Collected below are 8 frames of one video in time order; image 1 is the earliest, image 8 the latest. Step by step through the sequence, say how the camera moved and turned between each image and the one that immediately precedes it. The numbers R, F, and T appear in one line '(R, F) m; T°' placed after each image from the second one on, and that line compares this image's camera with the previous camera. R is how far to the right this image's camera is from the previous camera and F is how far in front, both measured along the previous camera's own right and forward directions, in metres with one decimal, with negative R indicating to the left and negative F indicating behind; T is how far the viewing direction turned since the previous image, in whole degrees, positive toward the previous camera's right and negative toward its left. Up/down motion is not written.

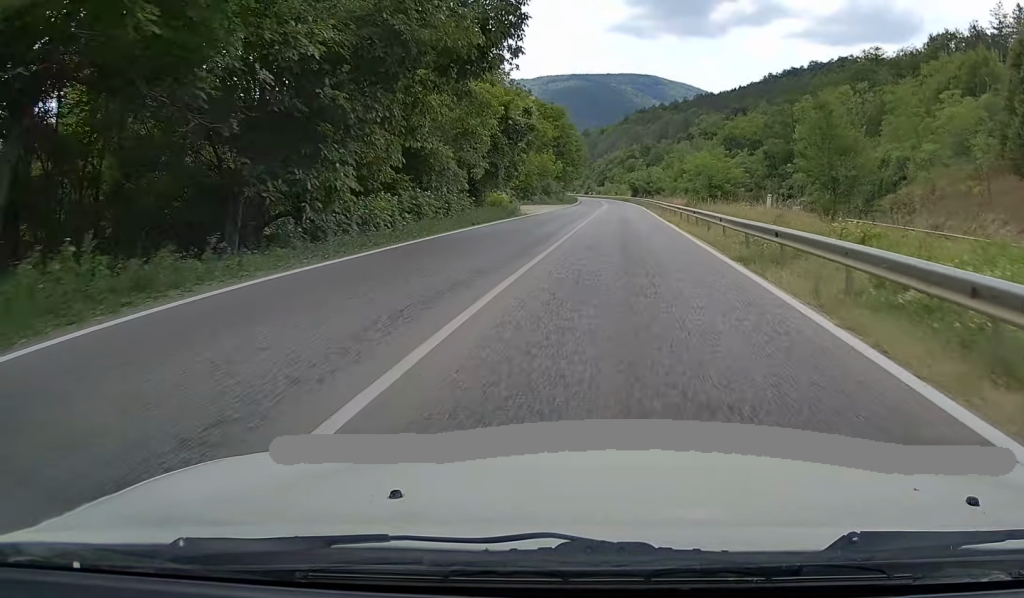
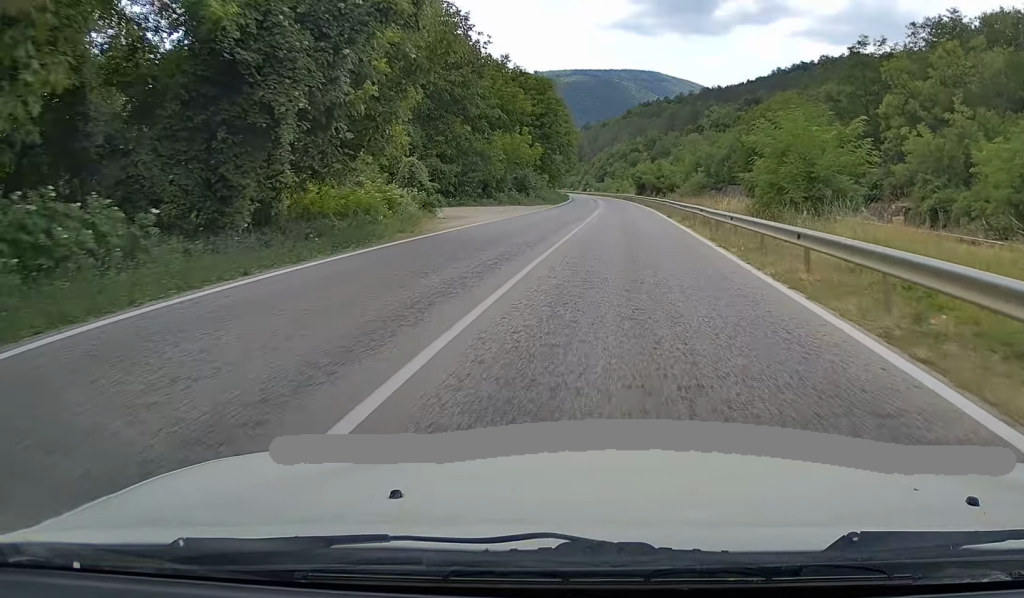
(-0.2, +24.9) m; 0°
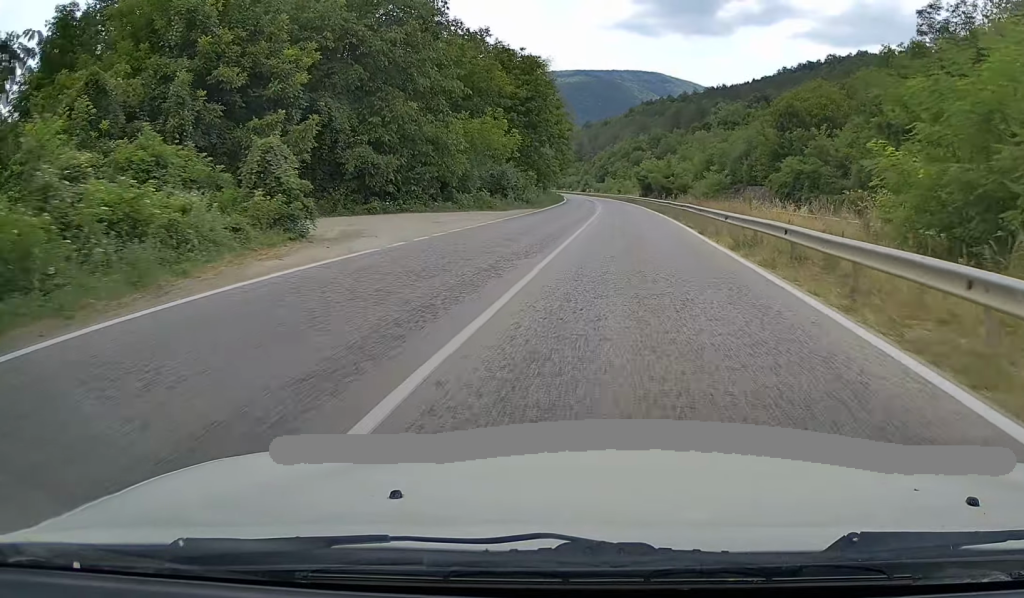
(+0.1, +14.3) m; 0°
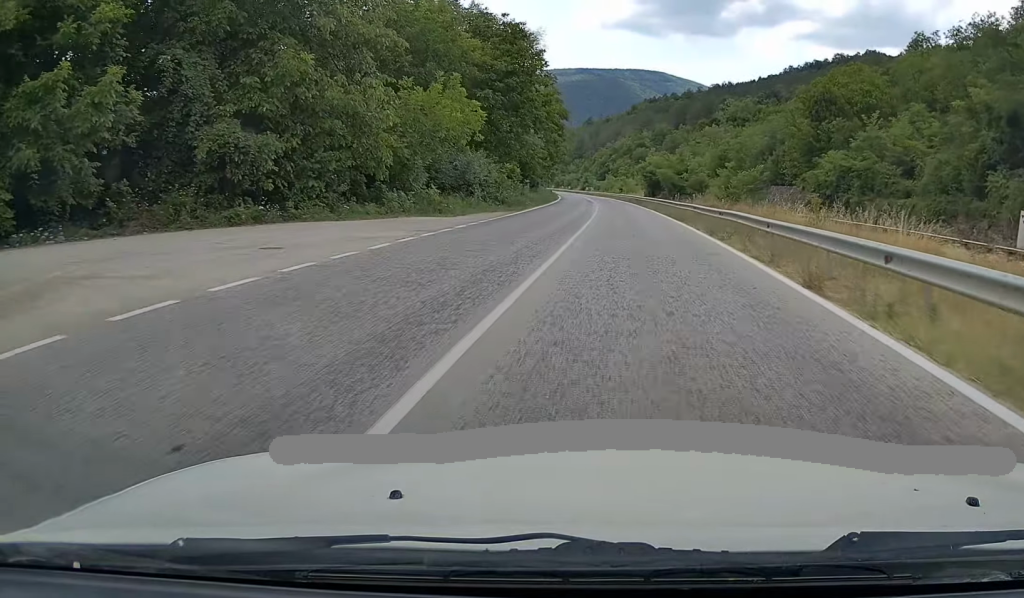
(+0.3, +13.5) m; 0°
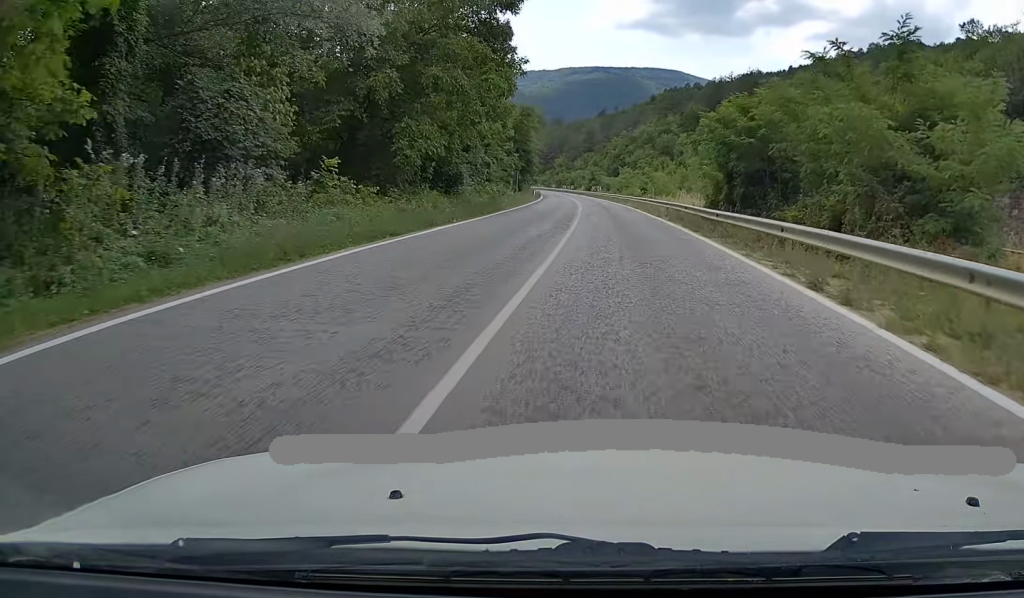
(-0.9, +49.7) m; -2°
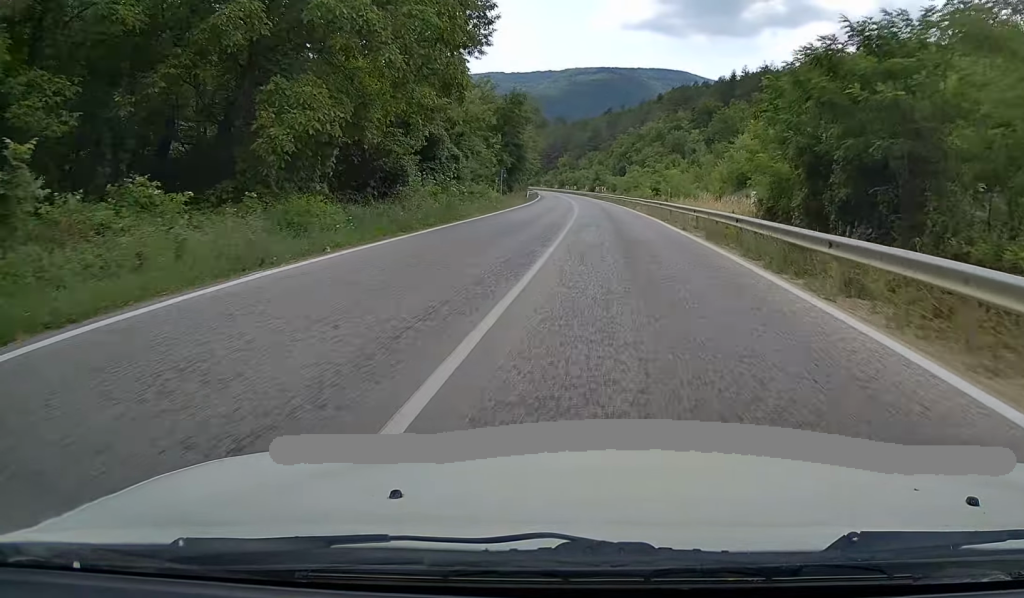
(-0.2, +11.7) m; -1°
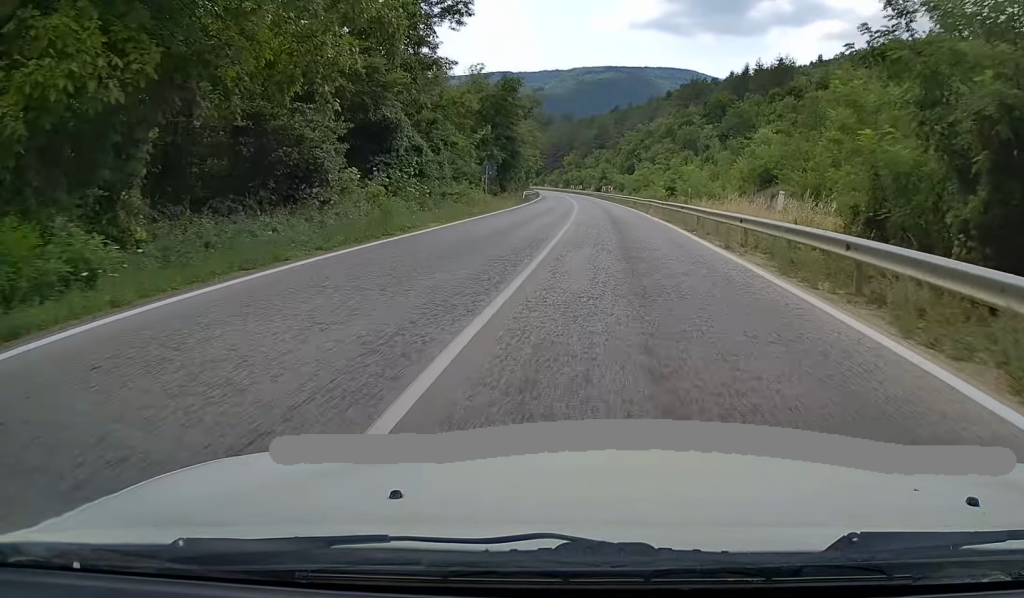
(0.0, +8.8) m; -1°
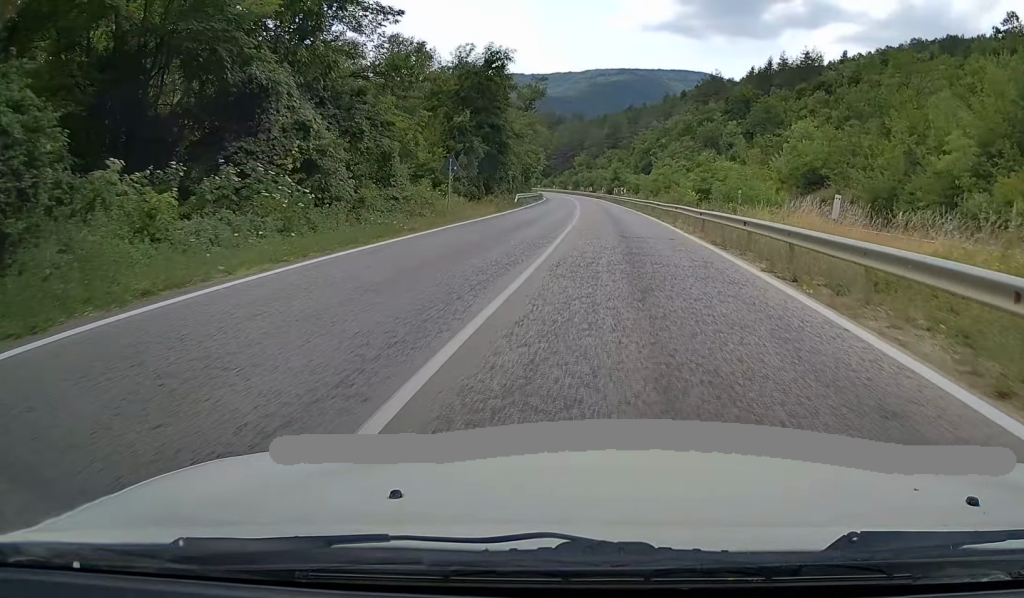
(-0.3, +12.6) m; -1°
